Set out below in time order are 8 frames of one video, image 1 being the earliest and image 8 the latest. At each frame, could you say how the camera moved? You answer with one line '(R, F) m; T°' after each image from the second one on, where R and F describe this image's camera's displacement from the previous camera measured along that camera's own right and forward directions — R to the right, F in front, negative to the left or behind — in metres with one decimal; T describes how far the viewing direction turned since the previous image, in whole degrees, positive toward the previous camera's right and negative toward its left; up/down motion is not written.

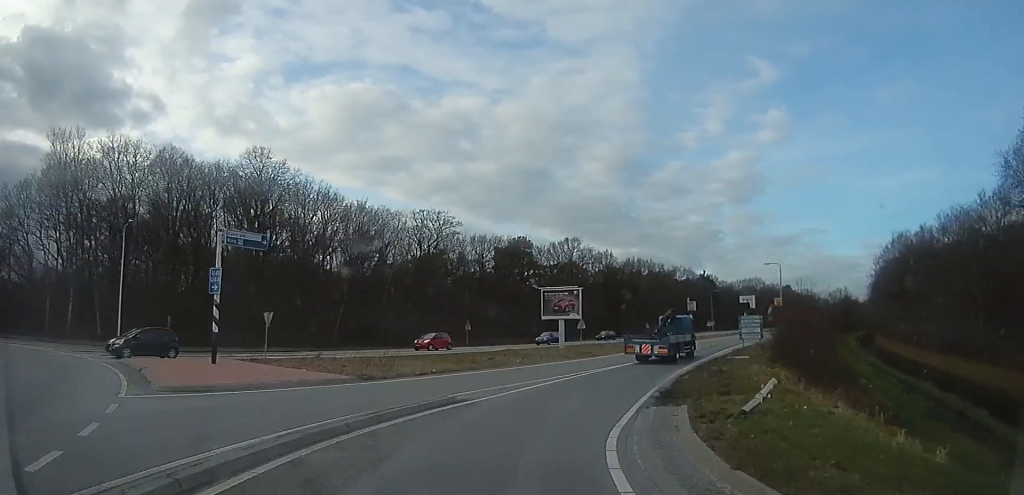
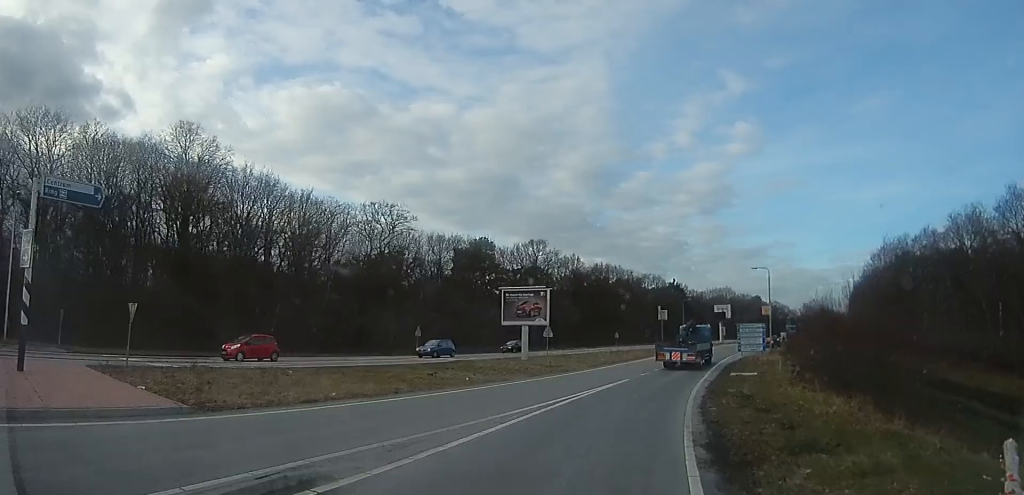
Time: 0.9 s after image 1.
(0.0, +6.6) m; -1°
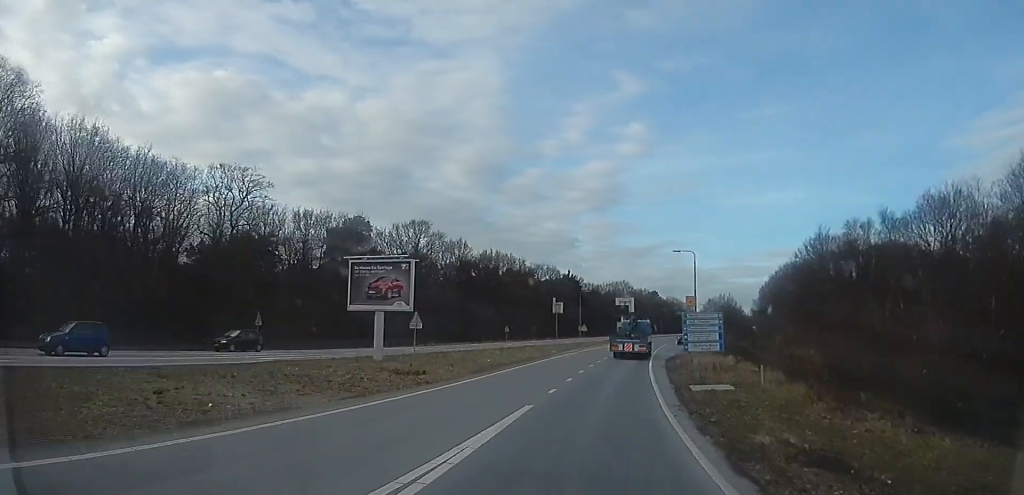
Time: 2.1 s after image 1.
(+0.1, +10.0) m; +6°
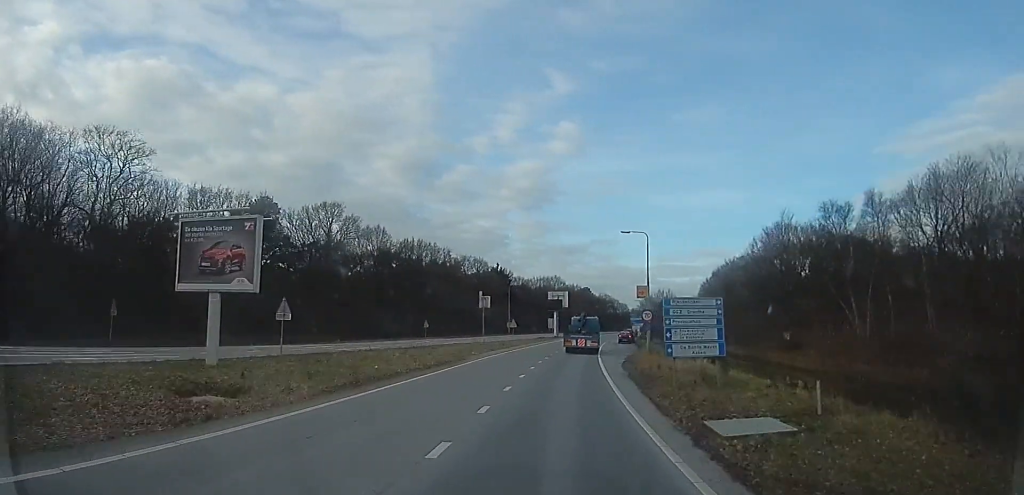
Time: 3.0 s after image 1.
(+0.5, +8.0) m; +7°
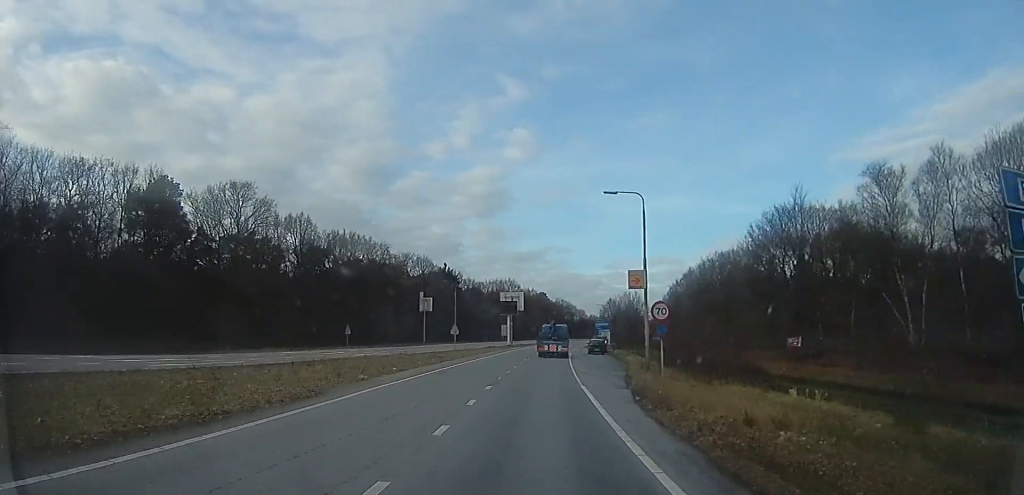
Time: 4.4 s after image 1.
(+1.0, +13.6) m; +5°
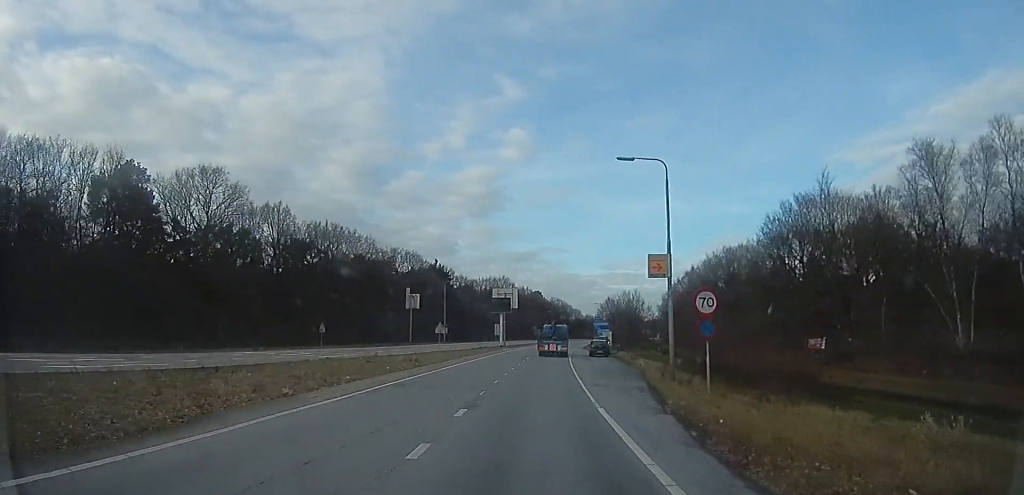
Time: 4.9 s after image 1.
(0.0, +5.6) m; +1°
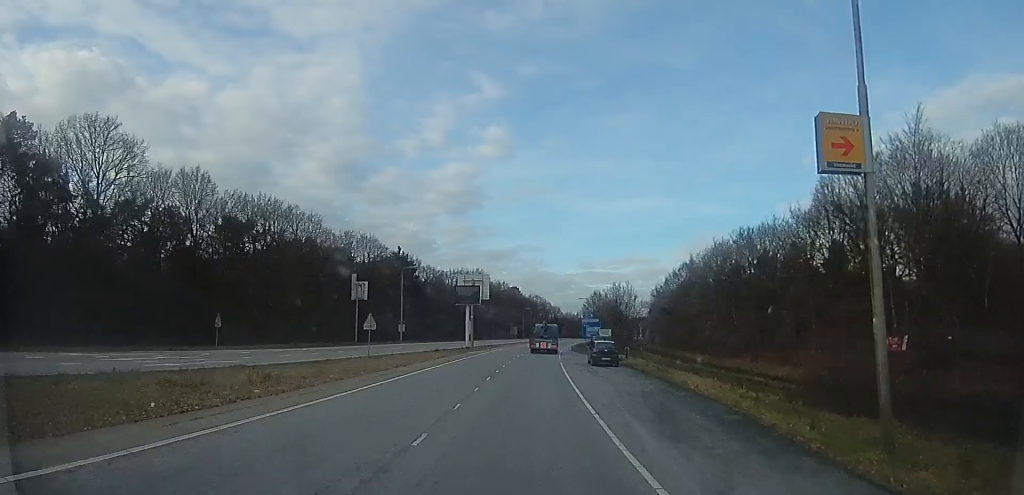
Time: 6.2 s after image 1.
(+0.8, +14.6) m; +5°
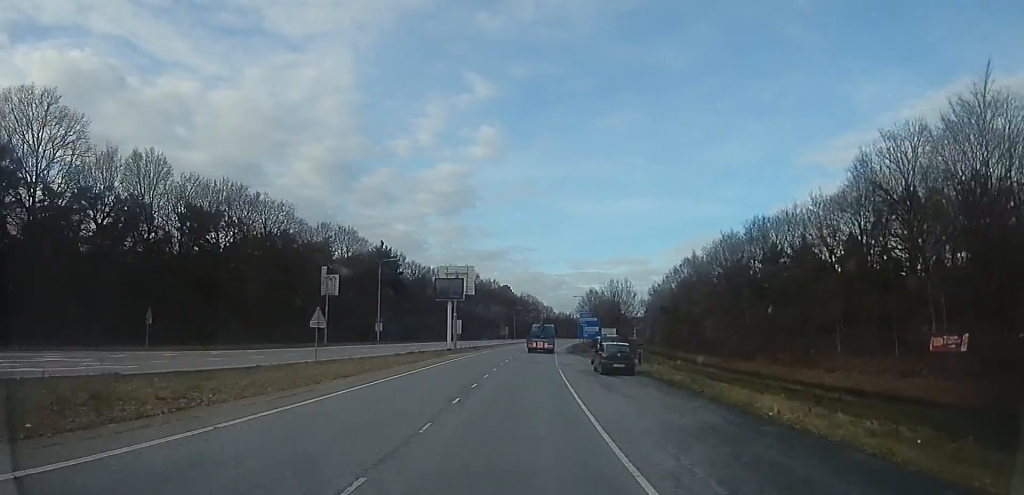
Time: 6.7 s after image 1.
(+0.5, +6.7) m; 0°
